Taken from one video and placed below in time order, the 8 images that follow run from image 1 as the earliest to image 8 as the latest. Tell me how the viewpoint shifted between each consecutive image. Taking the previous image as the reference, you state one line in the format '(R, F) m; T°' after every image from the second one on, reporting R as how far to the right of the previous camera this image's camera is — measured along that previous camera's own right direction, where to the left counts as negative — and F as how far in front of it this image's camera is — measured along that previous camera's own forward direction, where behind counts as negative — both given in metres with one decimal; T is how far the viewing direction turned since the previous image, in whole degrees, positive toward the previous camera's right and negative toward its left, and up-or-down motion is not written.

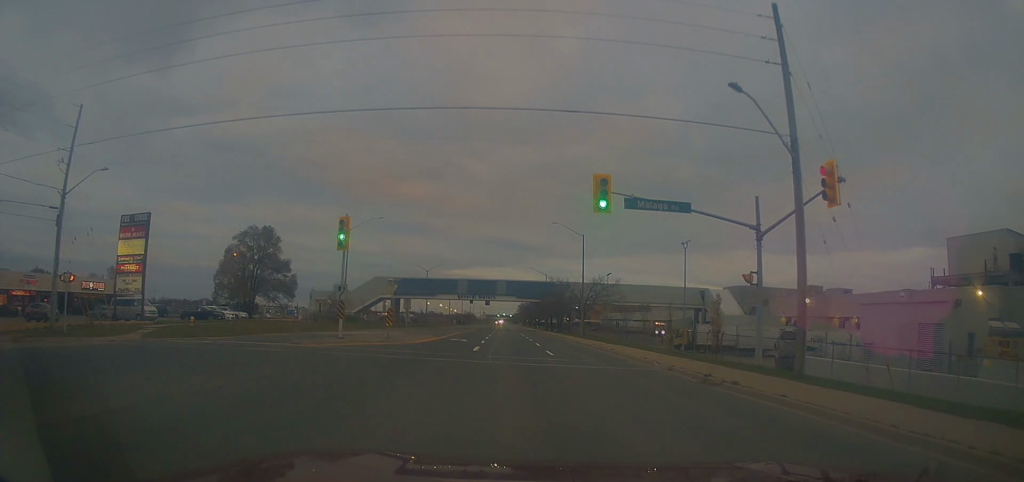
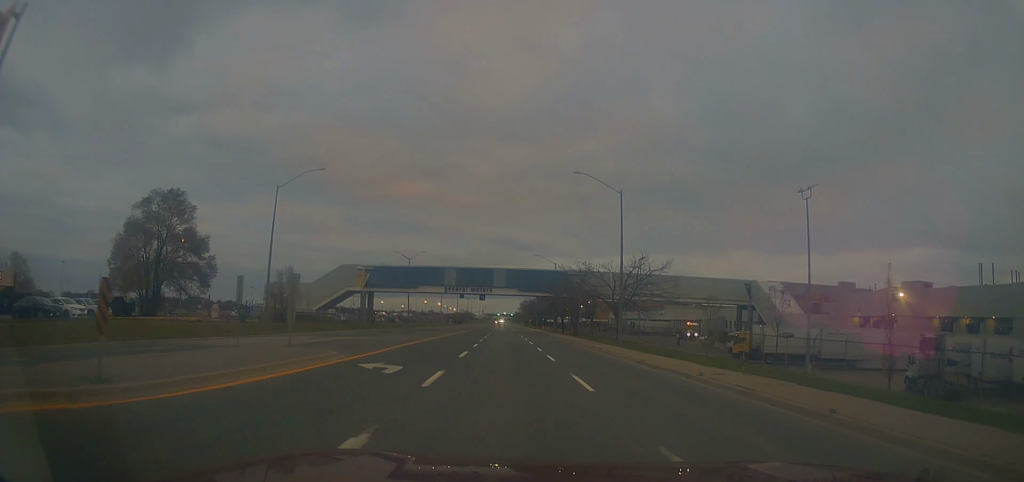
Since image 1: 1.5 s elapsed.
(+0.2, +22.7) m; 0°
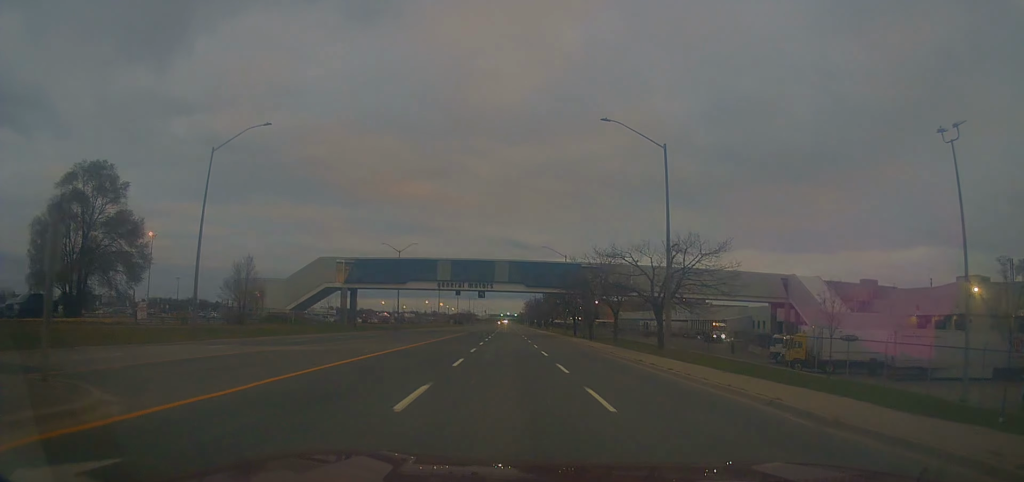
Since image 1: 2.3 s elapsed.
(-0.3, +12.1) m; 0°
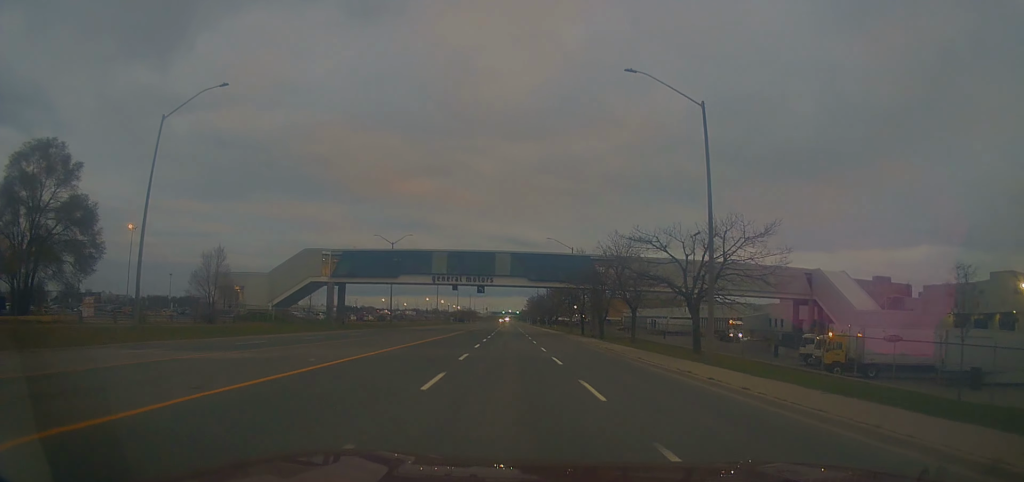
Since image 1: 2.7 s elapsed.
(+0.2, +6.5) m; 0°
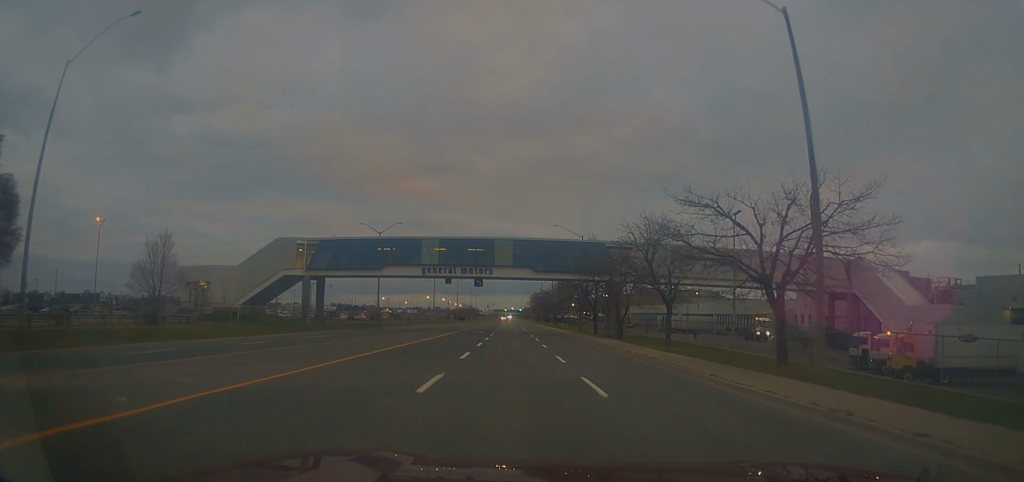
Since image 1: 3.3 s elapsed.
(+0.2, +9.1) m; 0°
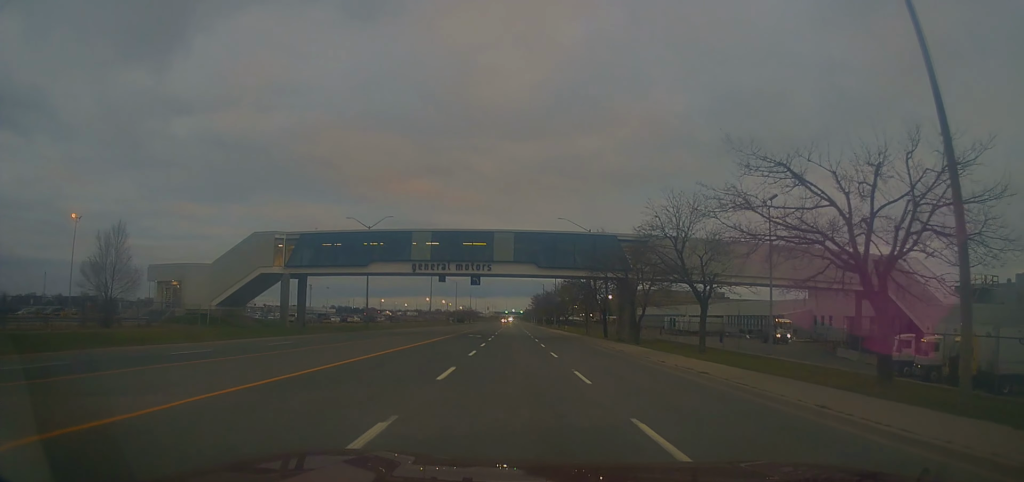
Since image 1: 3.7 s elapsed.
(-0.1, +6.1) m; -1°
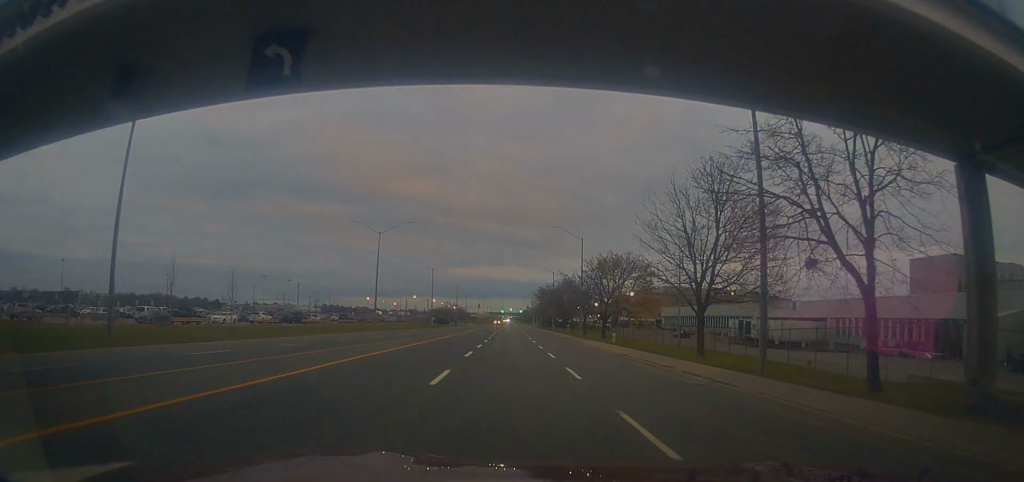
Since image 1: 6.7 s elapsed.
(+0.2, +44.9) m; 0°
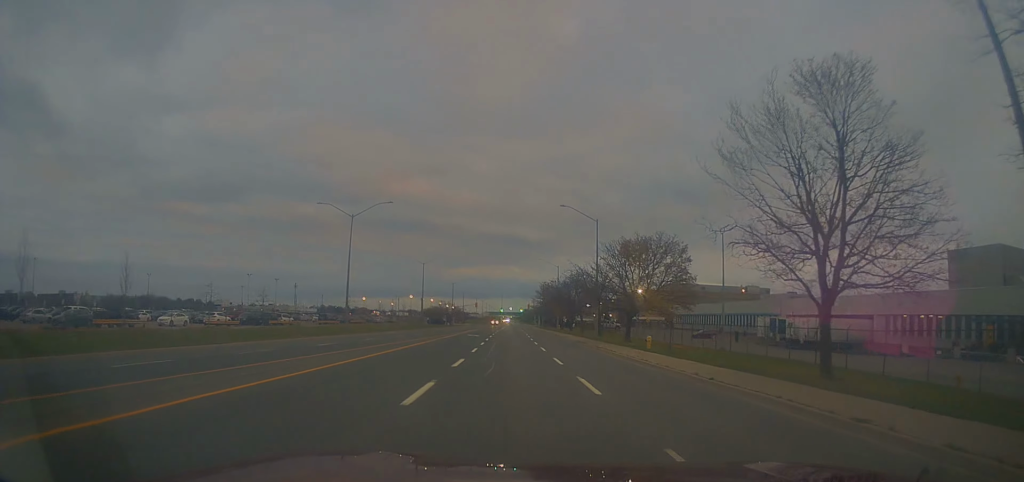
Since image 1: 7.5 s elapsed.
(-0.2, +12.3) m; 0°
